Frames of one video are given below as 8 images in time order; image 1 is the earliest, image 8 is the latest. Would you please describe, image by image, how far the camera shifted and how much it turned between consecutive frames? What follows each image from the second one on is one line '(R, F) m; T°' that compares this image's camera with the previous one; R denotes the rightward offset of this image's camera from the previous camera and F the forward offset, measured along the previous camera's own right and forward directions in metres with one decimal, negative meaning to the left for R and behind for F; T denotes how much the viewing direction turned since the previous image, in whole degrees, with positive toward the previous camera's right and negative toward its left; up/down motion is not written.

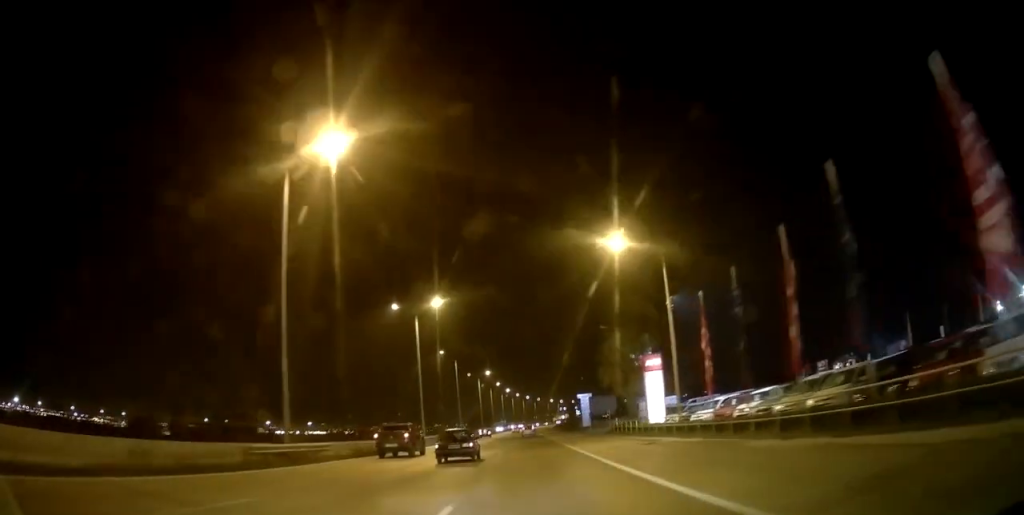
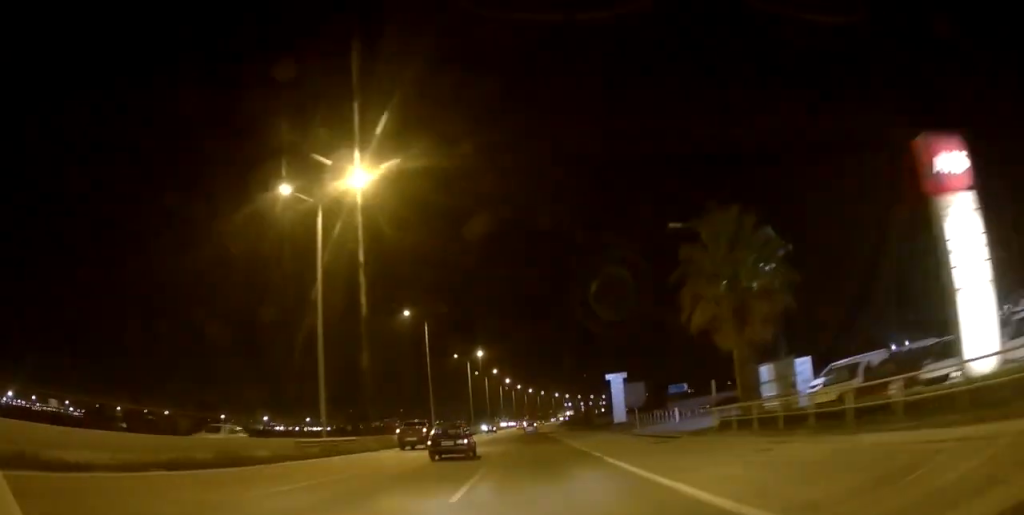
(+0.3, +27.8) m; 0°
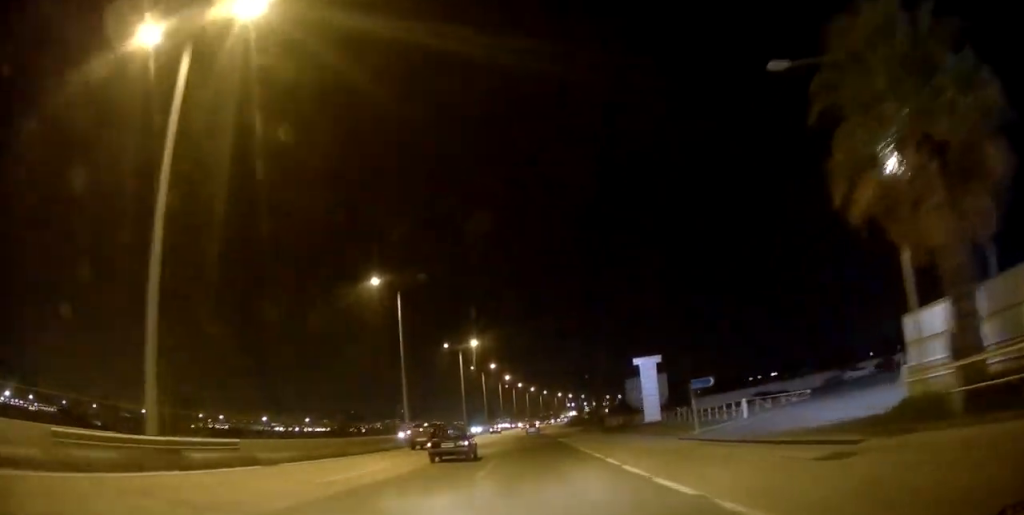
(+0.1, +13.9) m; -1°
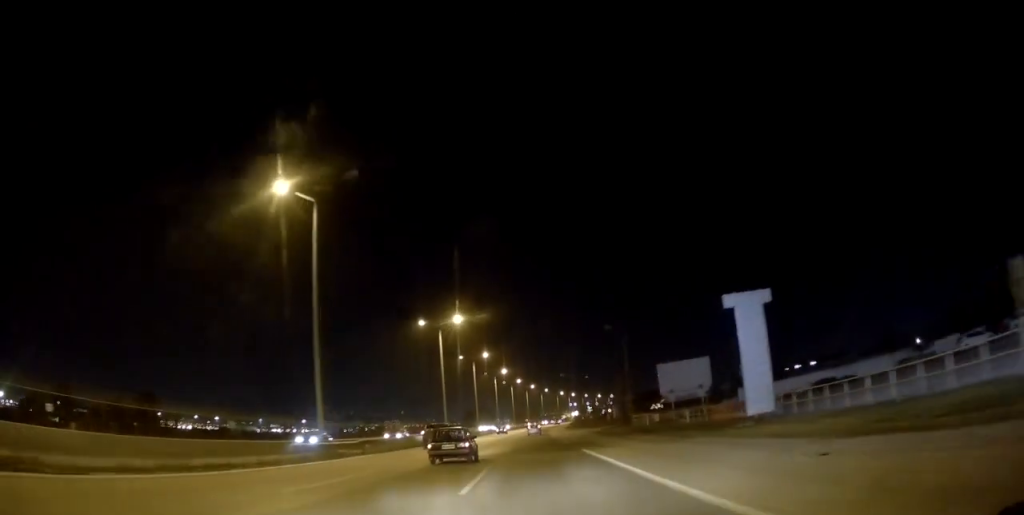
(-0.3, +20.1) m; -1°
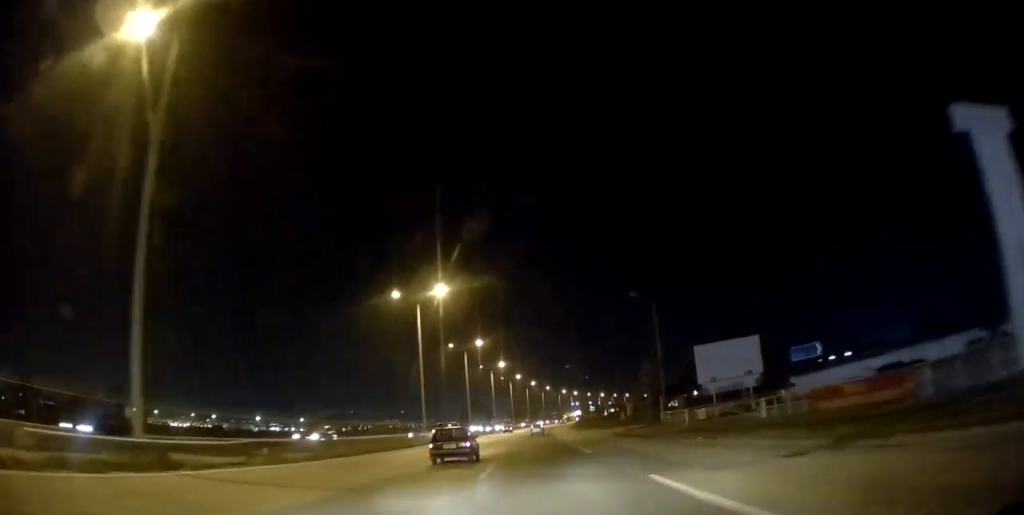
(0.0, +14.2) m; 0°
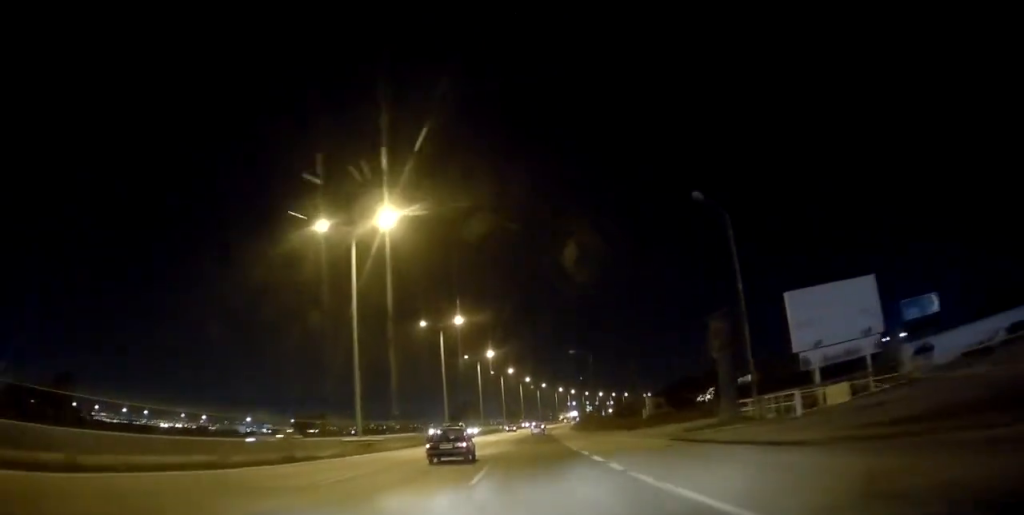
(0.0, +19.2) m; 0°
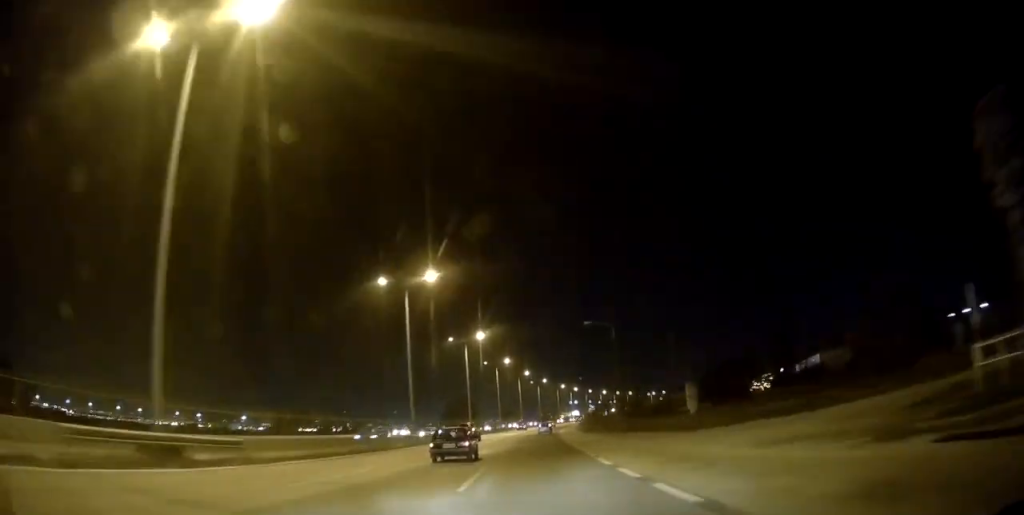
(-0.1, +19.4) m; +1°
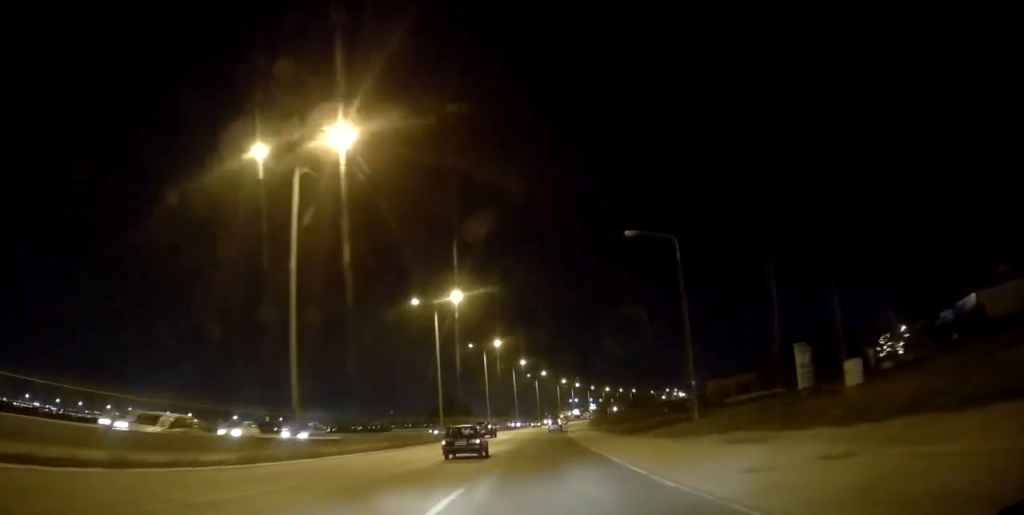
(+0.4, +24.3) m; +1°
